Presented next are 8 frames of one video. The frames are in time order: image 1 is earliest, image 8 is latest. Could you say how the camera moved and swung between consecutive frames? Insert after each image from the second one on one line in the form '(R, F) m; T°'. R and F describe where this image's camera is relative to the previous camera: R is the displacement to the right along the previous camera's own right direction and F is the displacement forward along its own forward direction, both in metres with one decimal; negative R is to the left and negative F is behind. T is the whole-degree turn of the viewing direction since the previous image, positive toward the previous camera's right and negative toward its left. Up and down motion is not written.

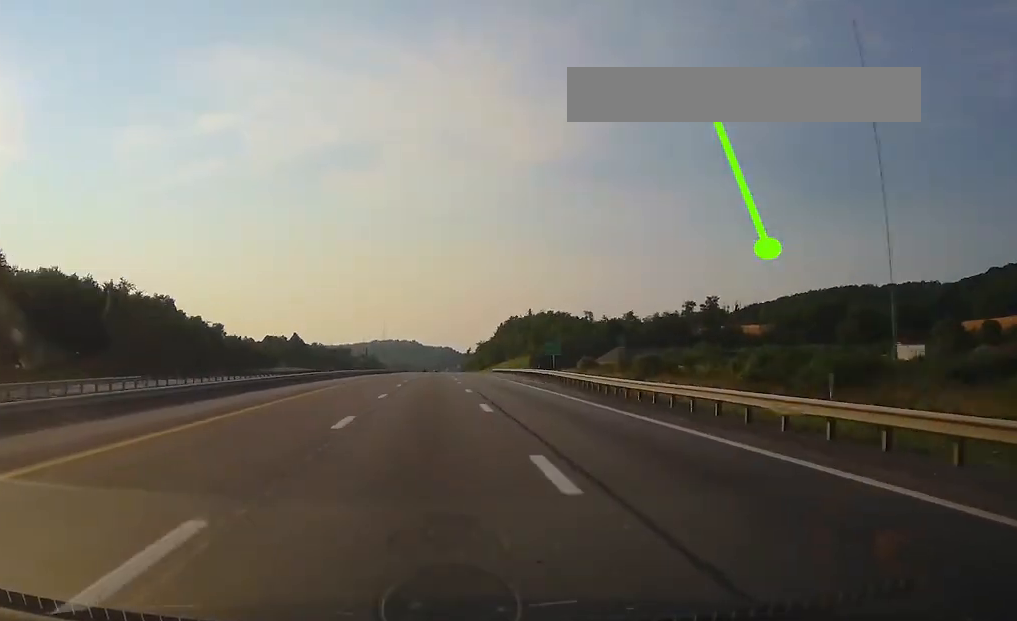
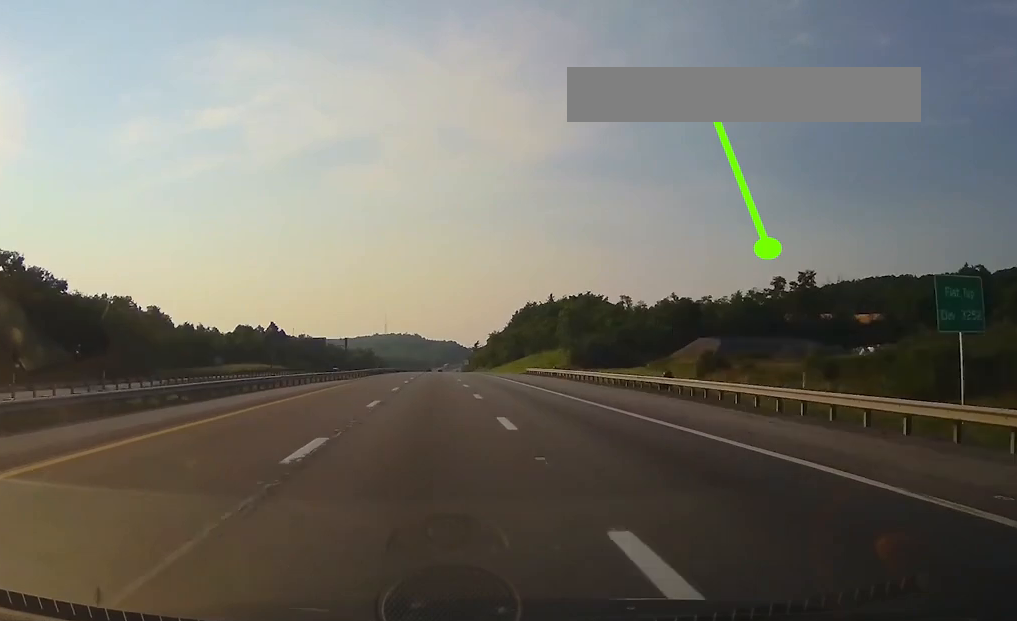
(-0.2, +78.2) m; 0°
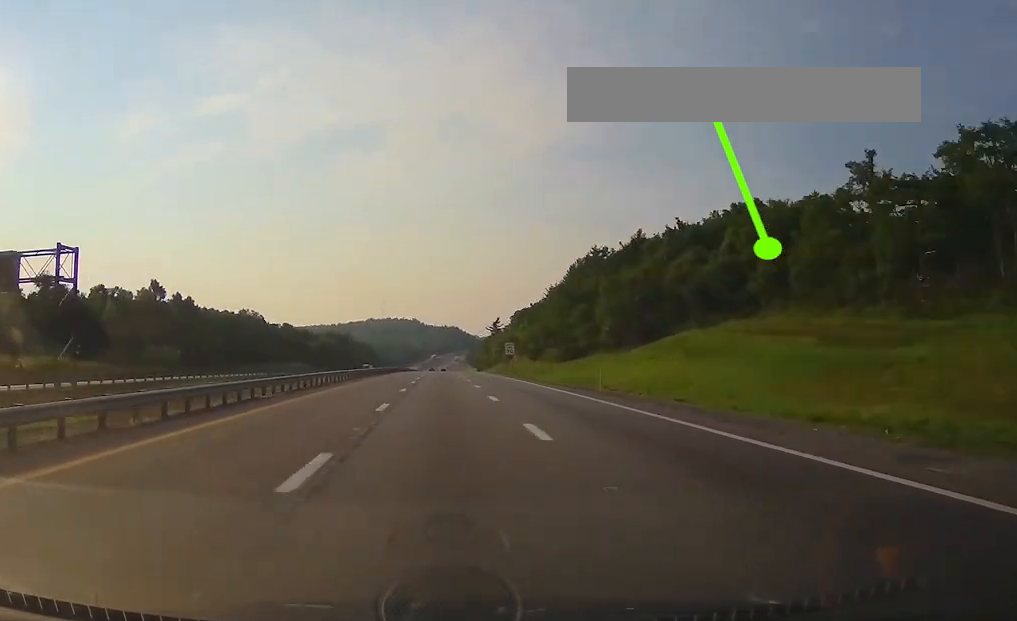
(+0.2, +155.6) m; 0°
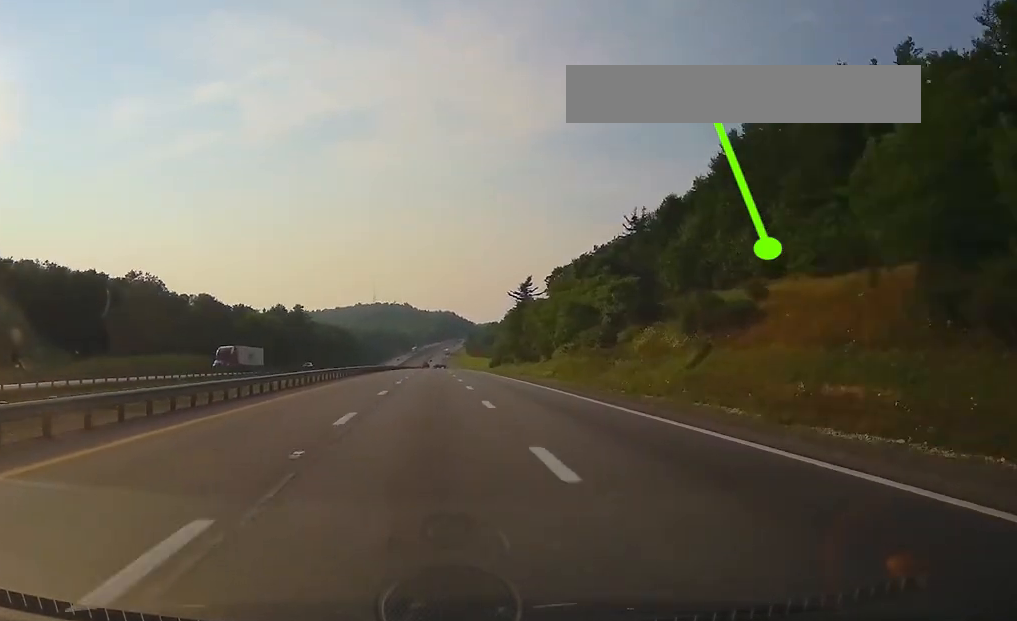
(+0.2, +113.3) m; 0°
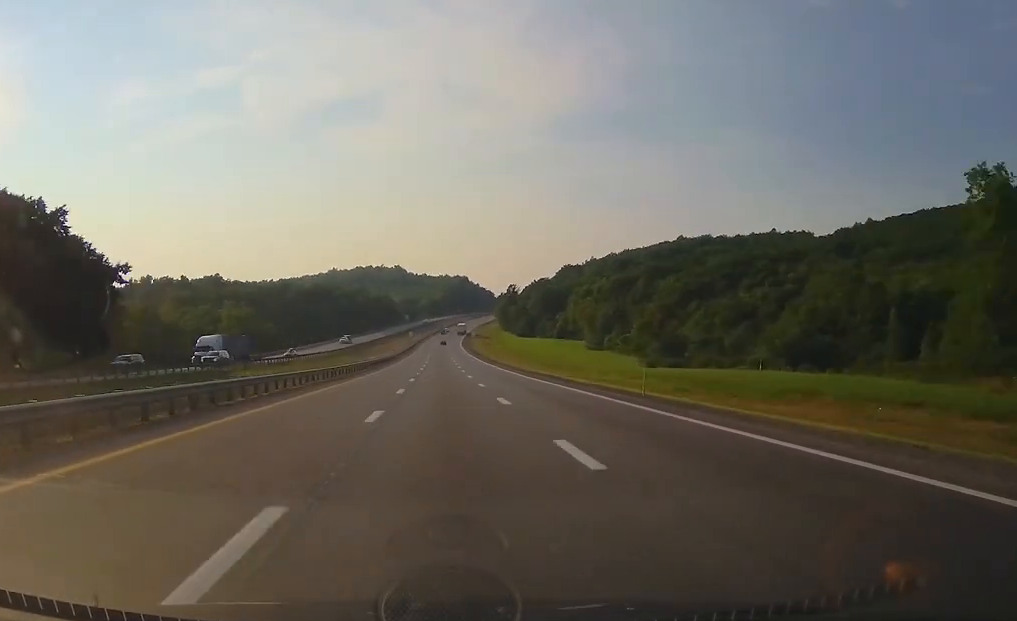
(+0.4, +330.2) m; 0°
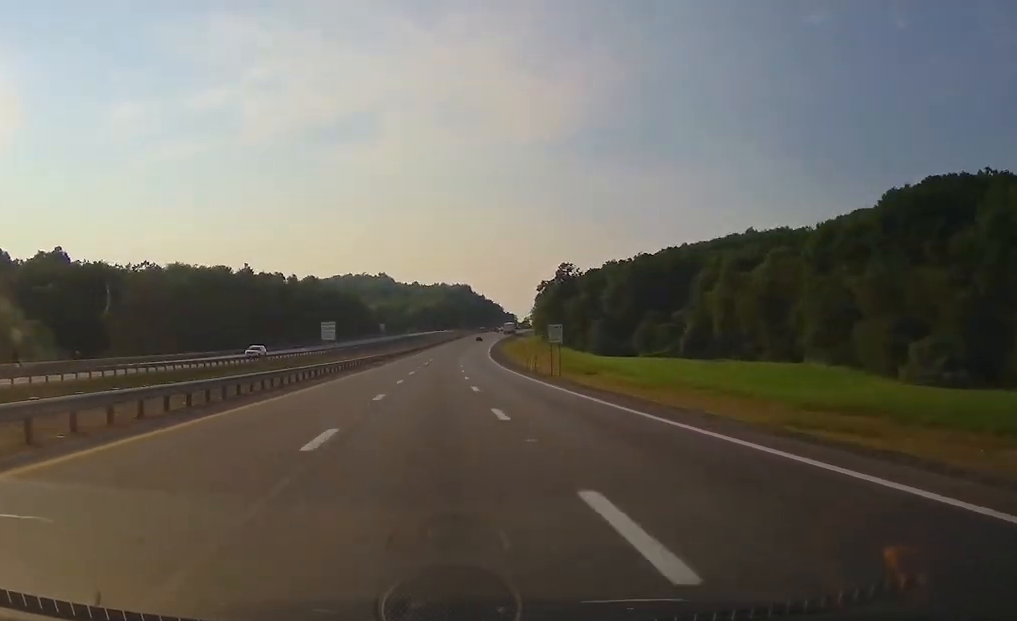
(+0.3, +127.9) m; +2°
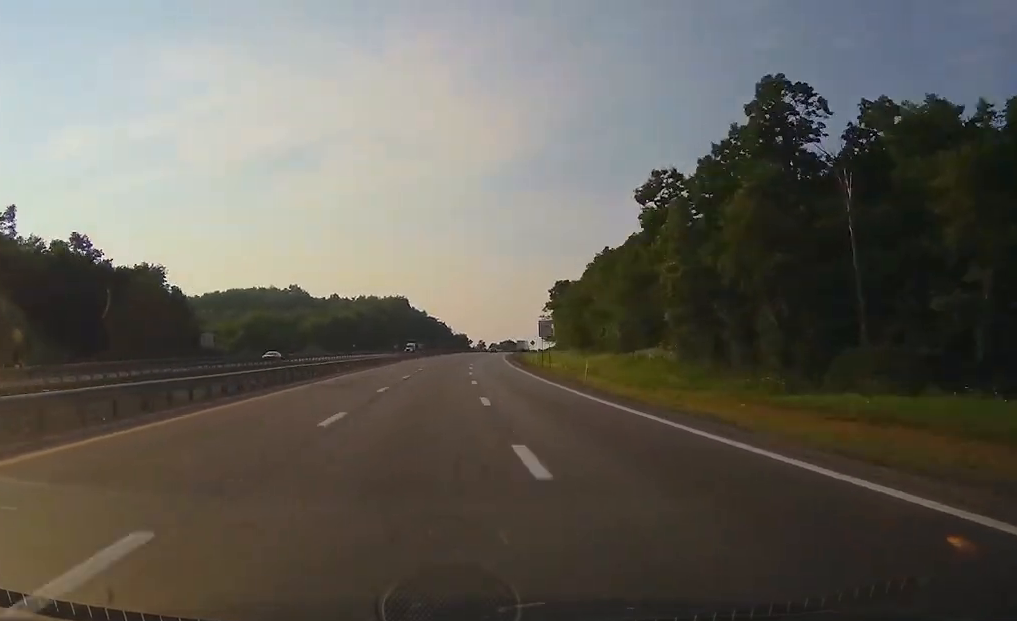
(+4.6, +166.8) m; +5°
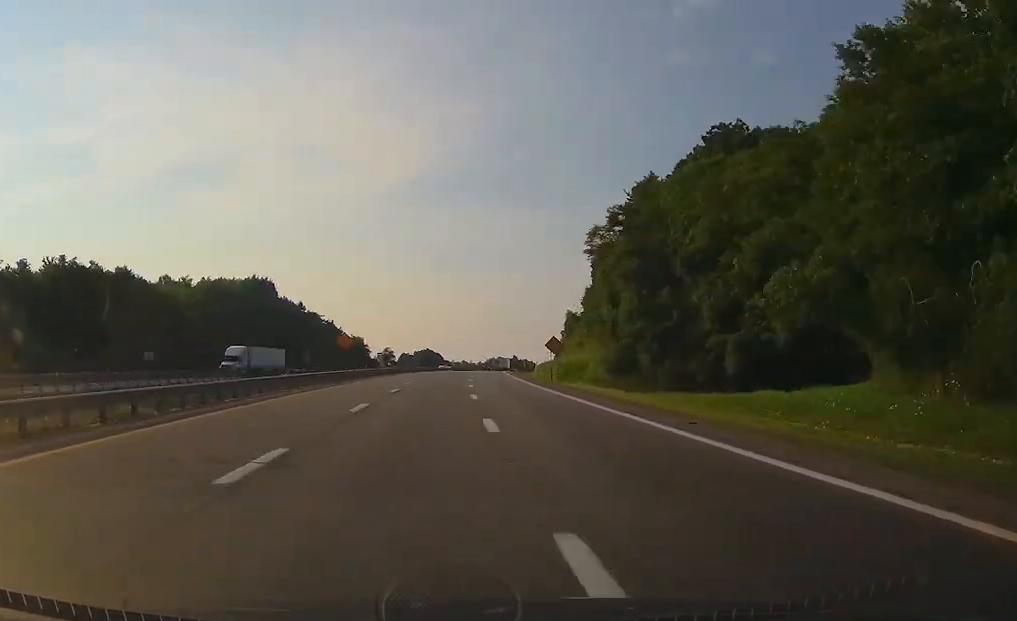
(+10.8, +161.2) m; +8°
